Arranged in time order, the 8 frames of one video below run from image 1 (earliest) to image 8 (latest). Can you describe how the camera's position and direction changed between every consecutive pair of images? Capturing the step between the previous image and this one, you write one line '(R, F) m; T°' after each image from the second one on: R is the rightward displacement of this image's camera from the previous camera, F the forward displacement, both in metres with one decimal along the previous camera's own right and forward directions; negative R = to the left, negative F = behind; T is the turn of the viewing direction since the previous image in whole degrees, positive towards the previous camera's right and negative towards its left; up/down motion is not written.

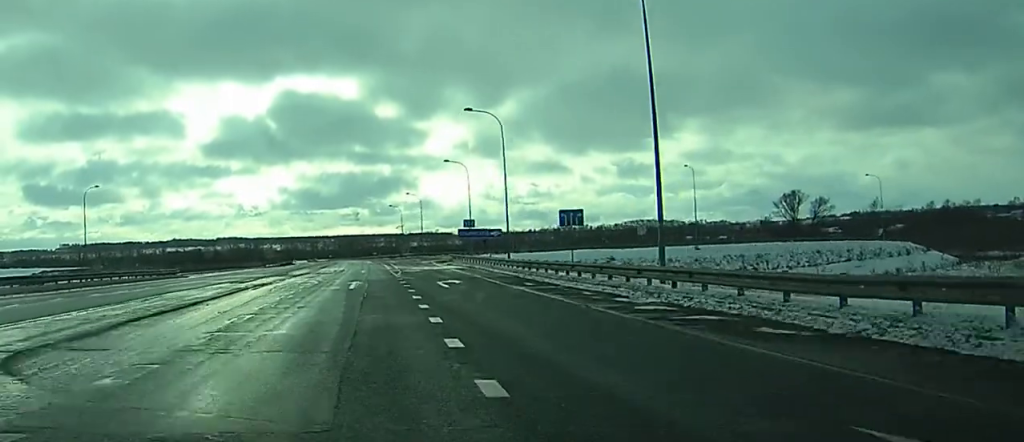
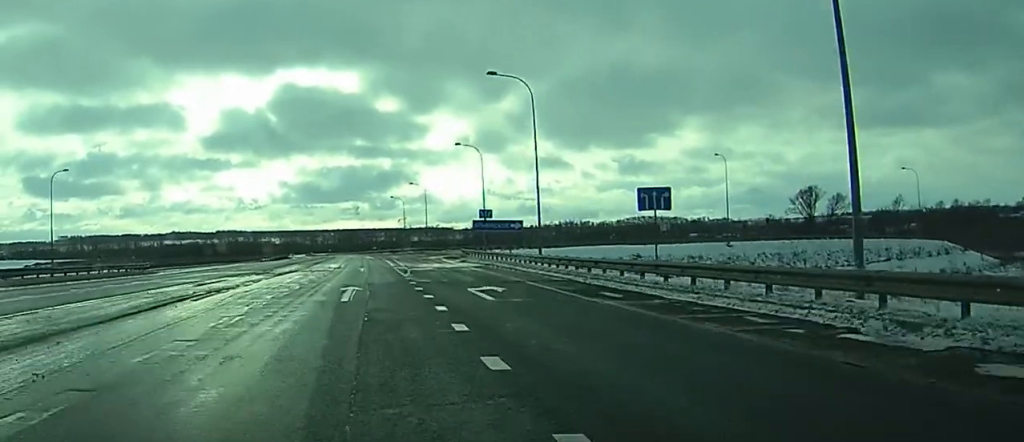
(0.0, +10.9) m; 0°
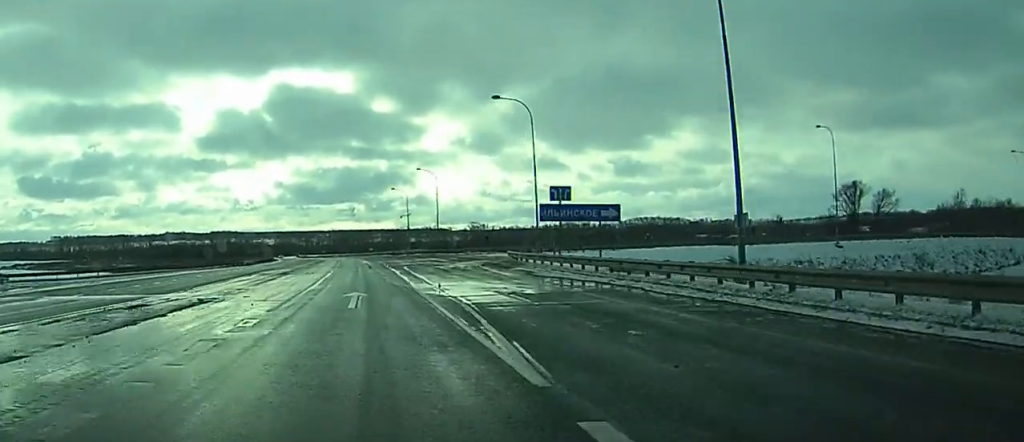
(0.0, +27.6) m; 0°
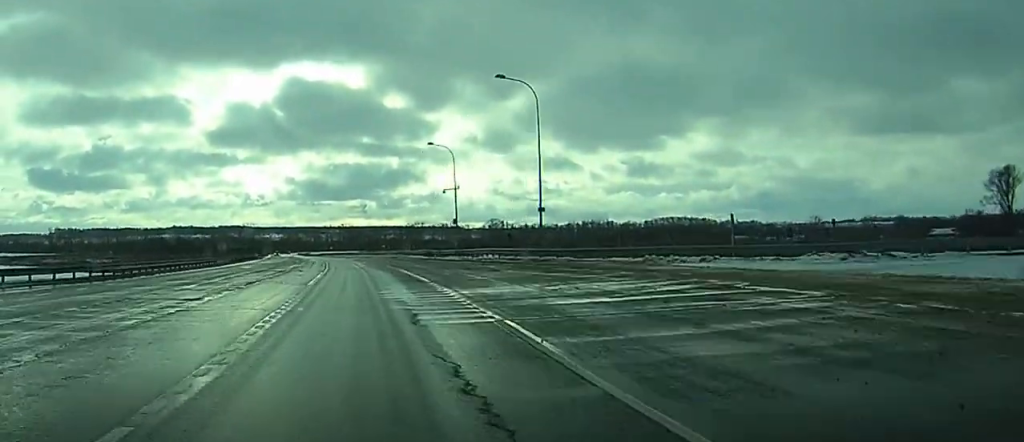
(-0.6, +59.3) m; -1°
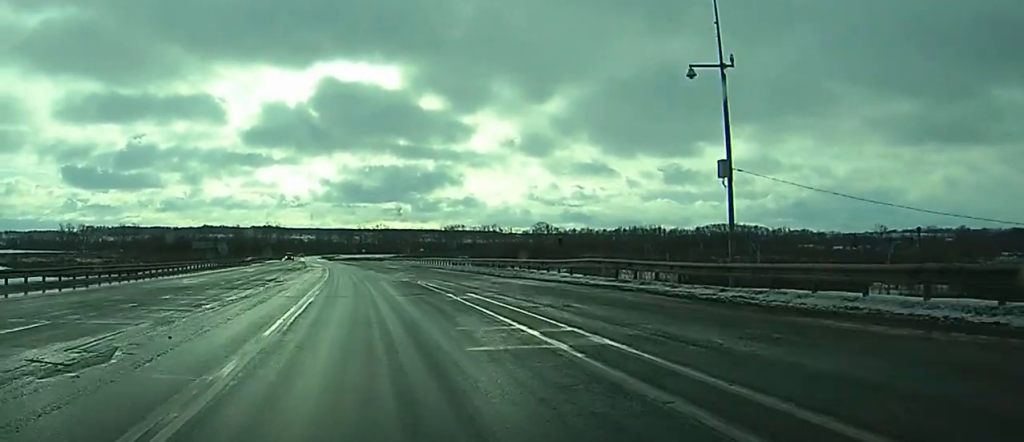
(-1.4, +59.8) m; -2°
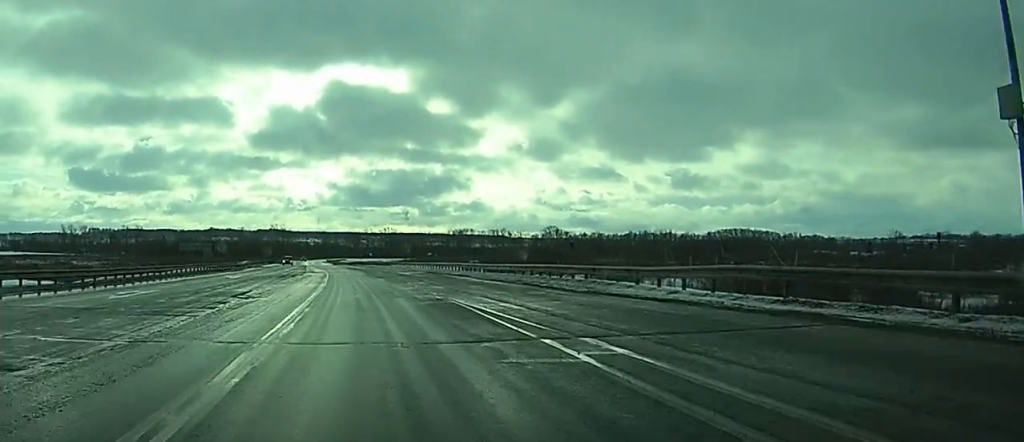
(0.0, +13.1) m; 0°
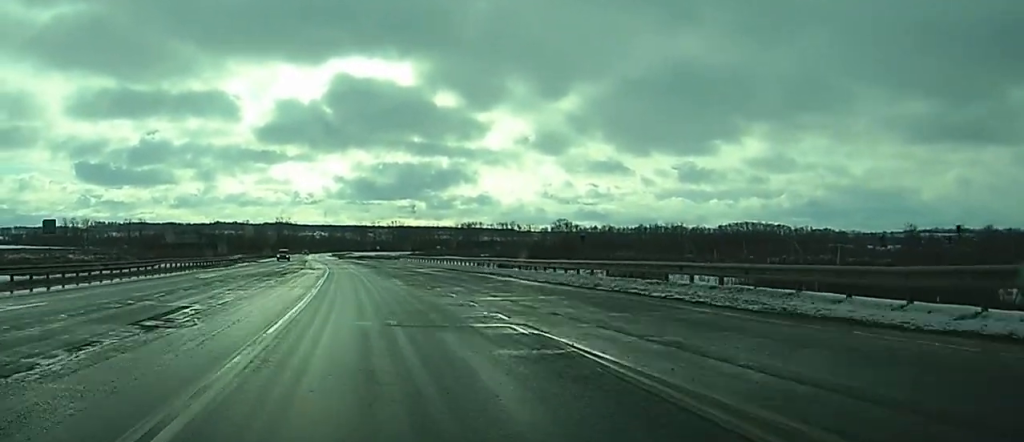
(0.0, +13.2) m; 0°
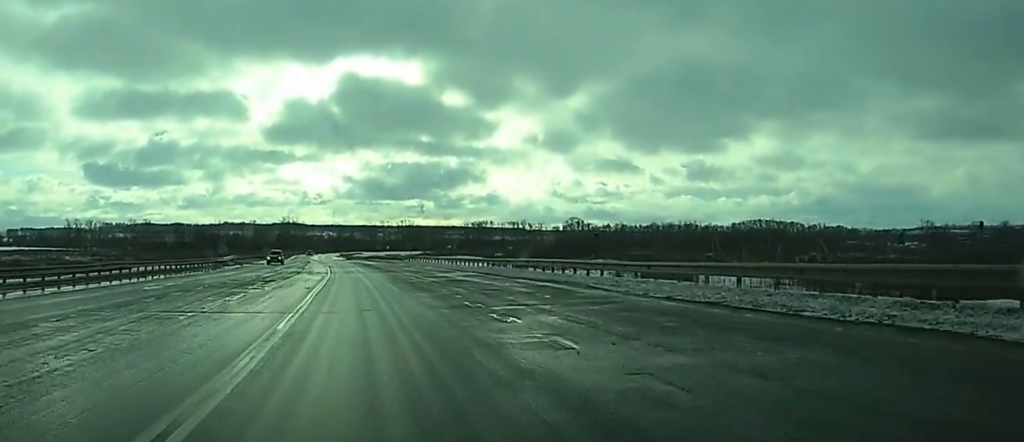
(-0.1, +13.3) m; 0°
